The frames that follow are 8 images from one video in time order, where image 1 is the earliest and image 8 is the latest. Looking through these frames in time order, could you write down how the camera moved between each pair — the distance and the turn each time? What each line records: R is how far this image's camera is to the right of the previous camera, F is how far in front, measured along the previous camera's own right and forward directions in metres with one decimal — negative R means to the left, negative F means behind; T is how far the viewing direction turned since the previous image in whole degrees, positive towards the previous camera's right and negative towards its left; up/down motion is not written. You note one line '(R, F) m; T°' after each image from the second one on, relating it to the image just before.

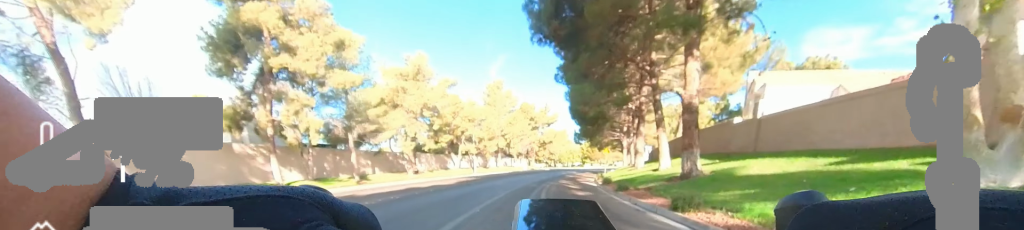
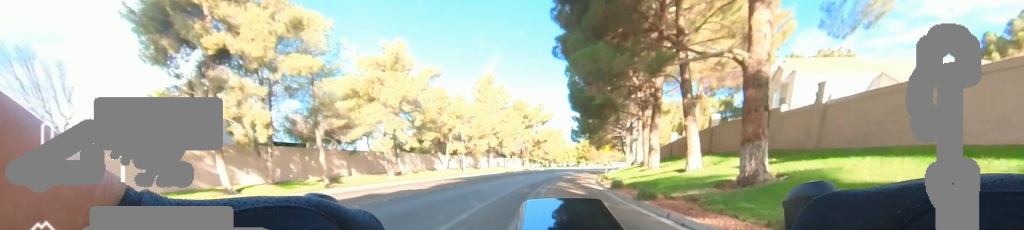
(0.0, +3.6) m; 0°
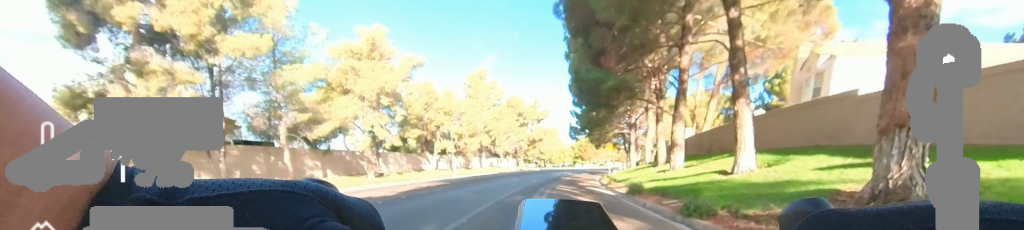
(0.0, +3.4) m; +2°
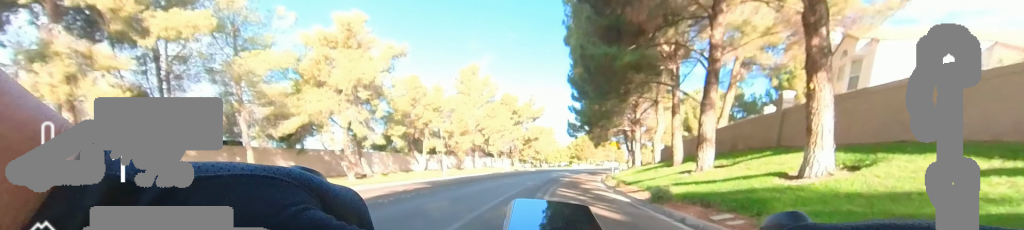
(+0.1, +2.8) m; +7°
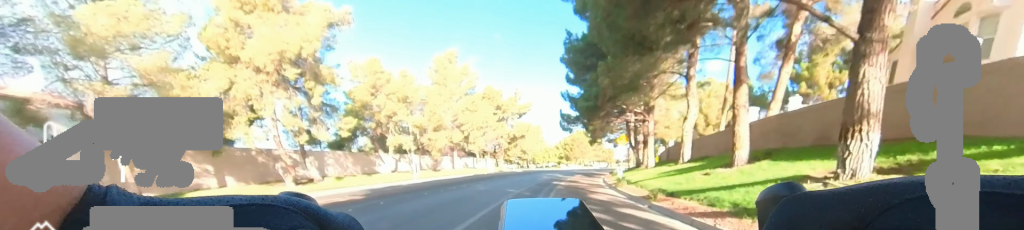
(+1.1, +6.2) m; +8°
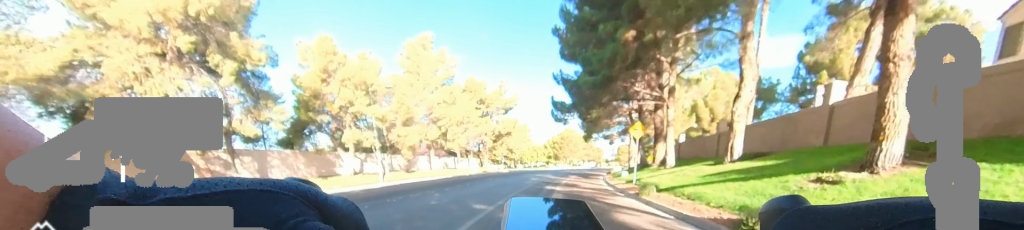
(-0.7, +5.4) m; 0°
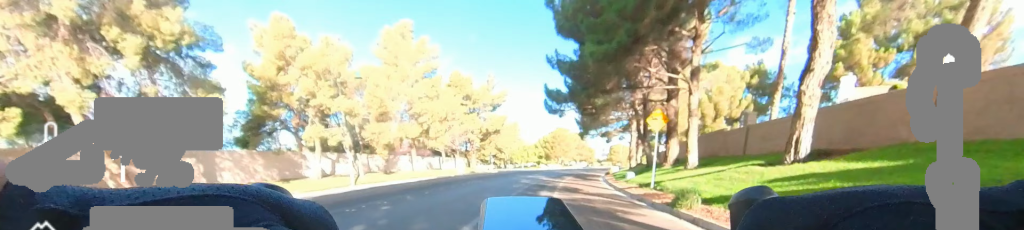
(+0.3, +3.6) m; 0°
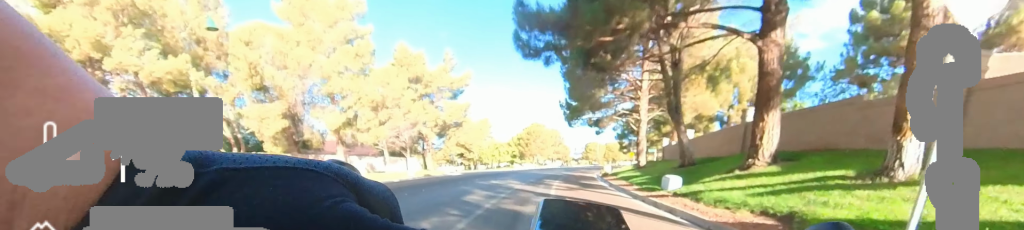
(-0.1, +10.1) m; 0°
